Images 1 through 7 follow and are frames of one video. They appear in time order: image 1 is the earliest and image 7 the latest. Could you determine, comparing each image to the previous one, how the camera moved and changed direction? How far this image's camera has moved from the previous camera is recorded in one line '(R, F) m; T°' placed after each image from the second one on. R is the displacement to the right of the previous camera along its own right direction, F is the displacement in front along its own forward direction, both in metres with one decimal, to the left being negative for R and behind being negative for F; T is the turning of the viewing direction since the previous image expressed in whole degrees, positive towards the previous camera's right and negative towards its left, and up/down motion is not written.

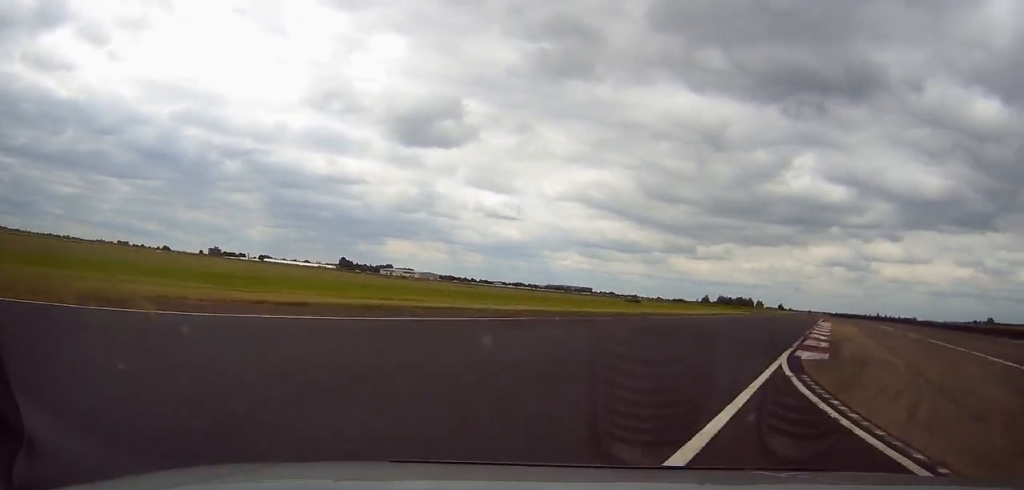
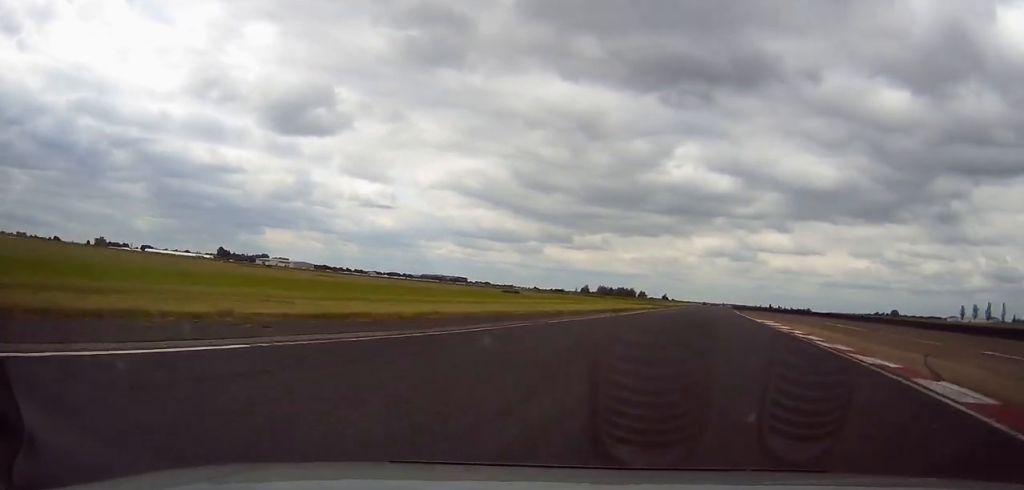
(+1.9, +14.6) m; +11°
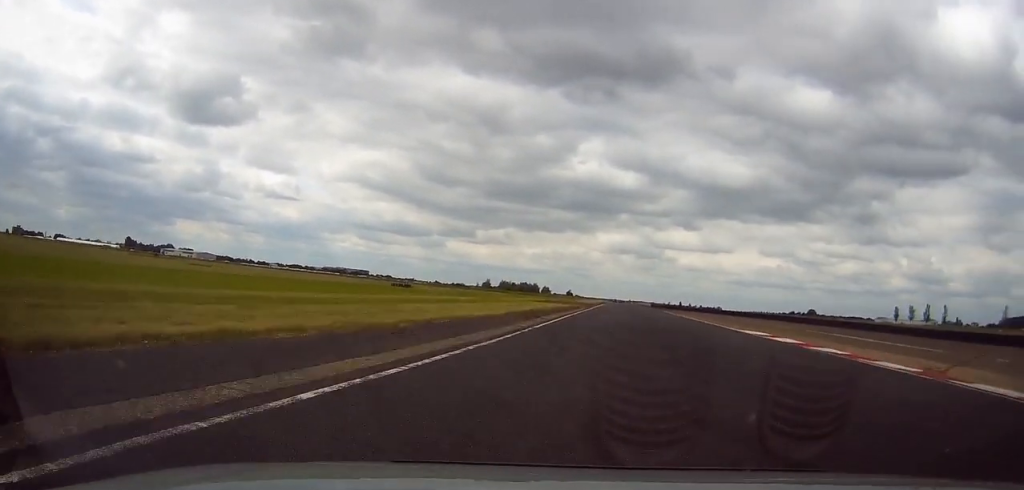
(+2.2, +18.5) m; +9°
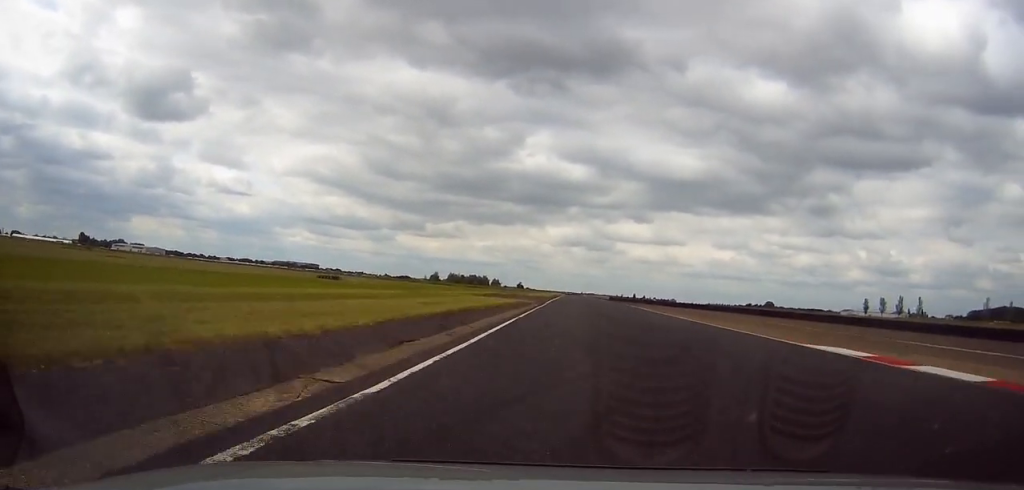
(+0.7, +15.5) m; +5°
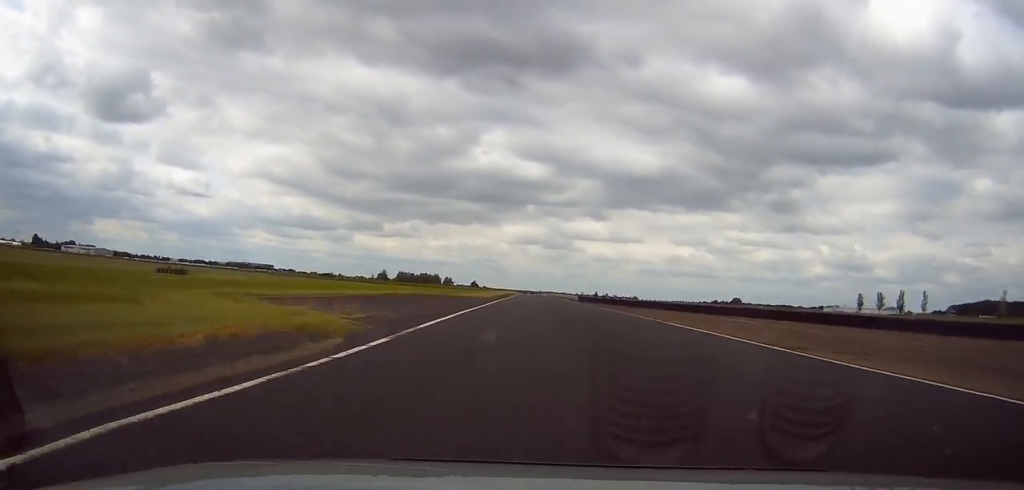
(+1.9, +41.5) m; +3°
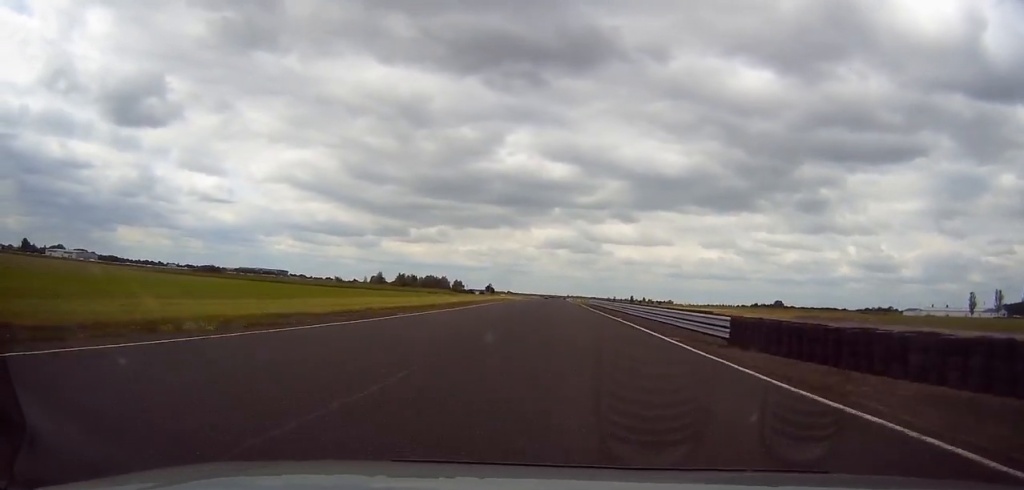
(+0.1, +92.8) m; -1°
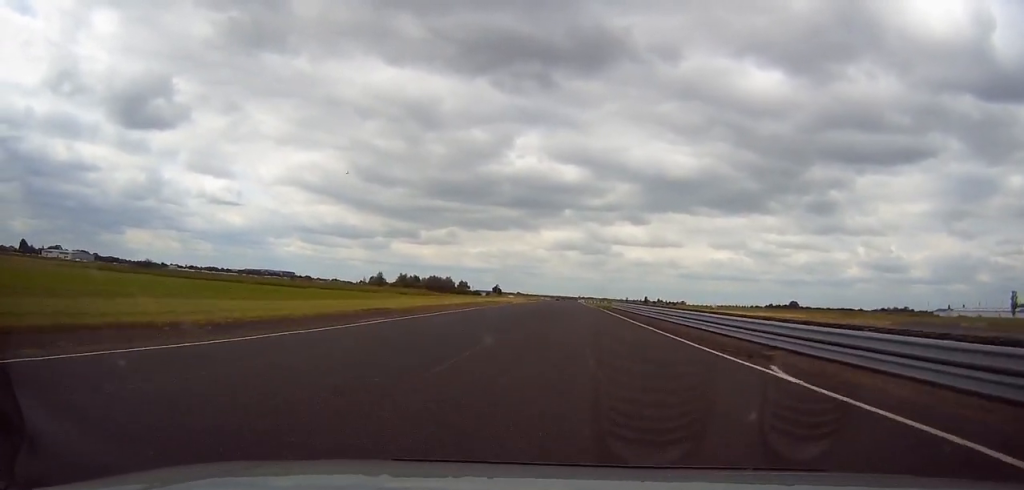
(-0.1, +26.6) m; -1°
